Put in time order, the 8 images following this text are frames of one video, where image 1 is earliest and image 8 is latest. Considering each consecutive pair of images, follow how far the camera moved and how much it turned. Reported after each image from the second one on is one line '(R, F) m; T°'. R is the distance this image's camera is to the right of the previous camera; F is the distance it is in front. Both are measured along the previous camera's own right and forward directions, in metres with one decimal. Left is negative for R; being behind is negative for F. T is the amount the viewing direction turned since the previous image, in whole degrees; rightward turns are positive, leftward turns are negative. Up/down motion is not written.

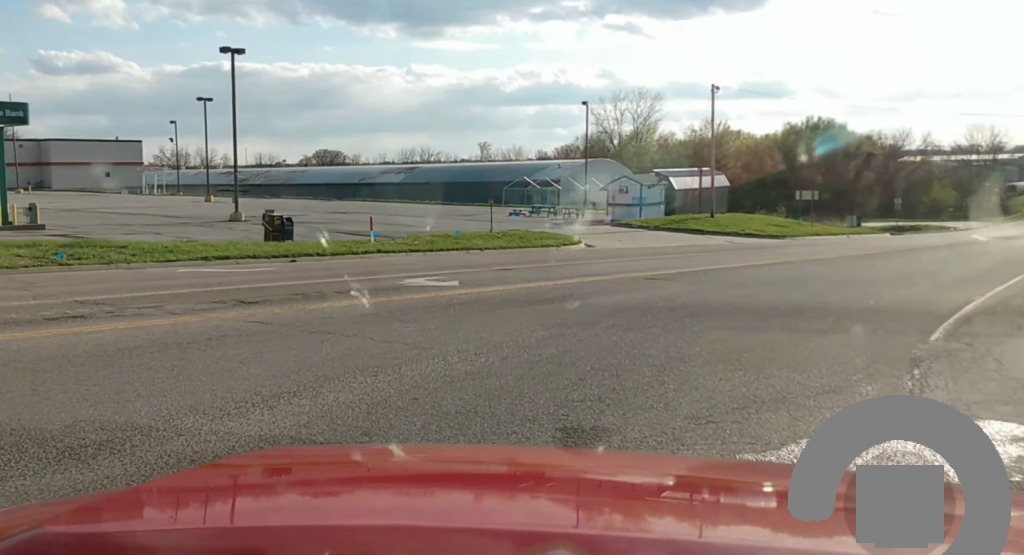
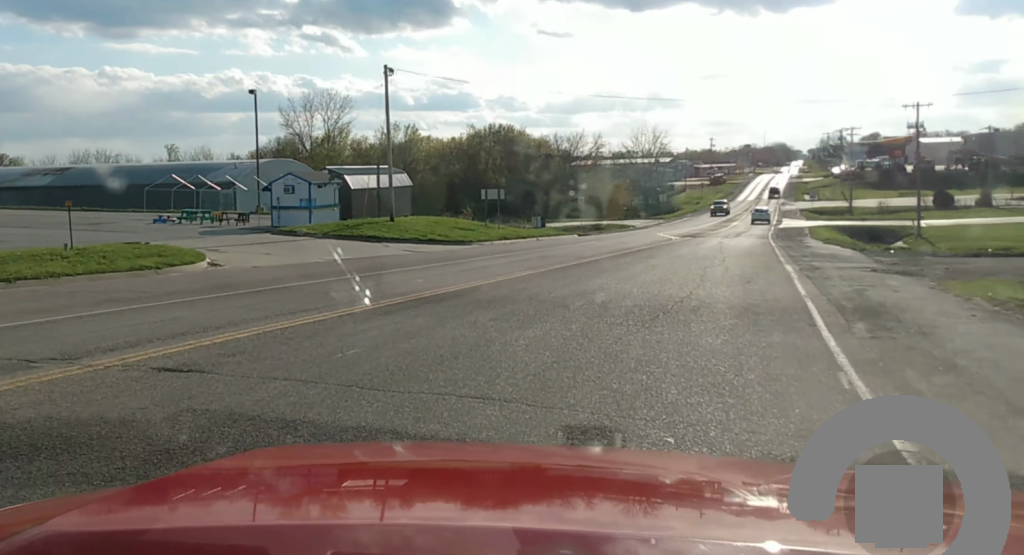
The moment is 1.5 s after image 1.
(+2.2, +13.0) m; +17°
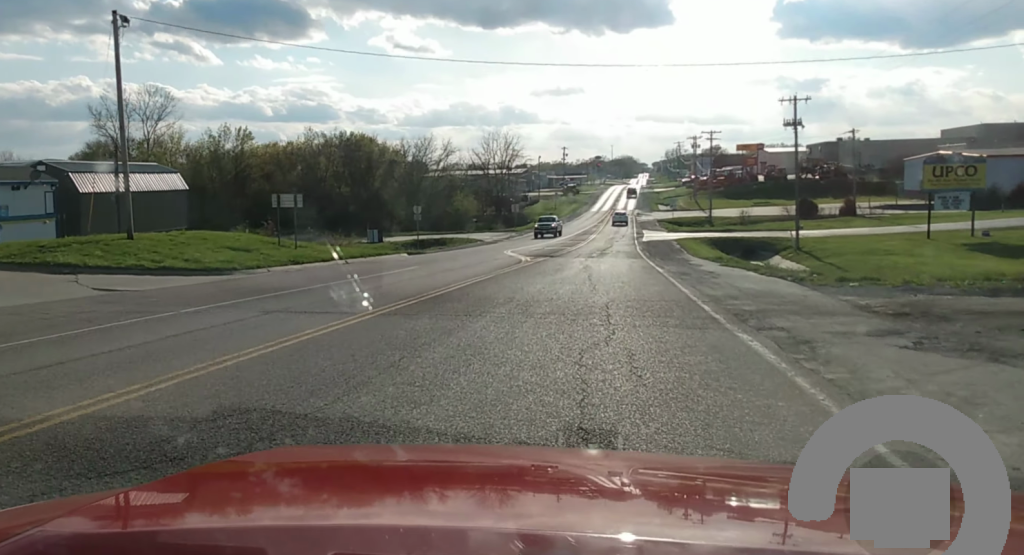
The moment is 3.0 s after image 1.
(+1.2, +15.6) m; +7°
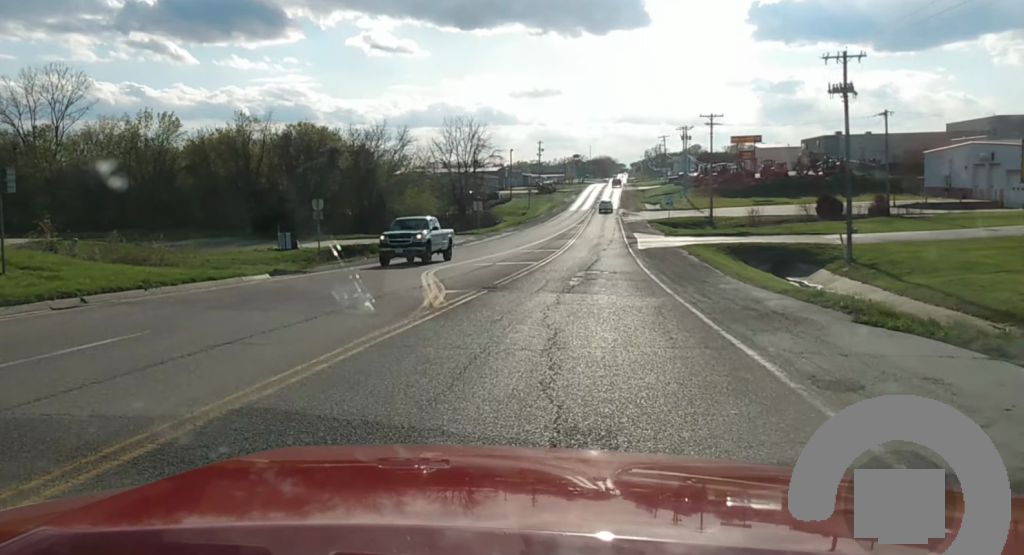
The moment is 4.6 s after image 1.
(+0.5, +19.9) m; +1°
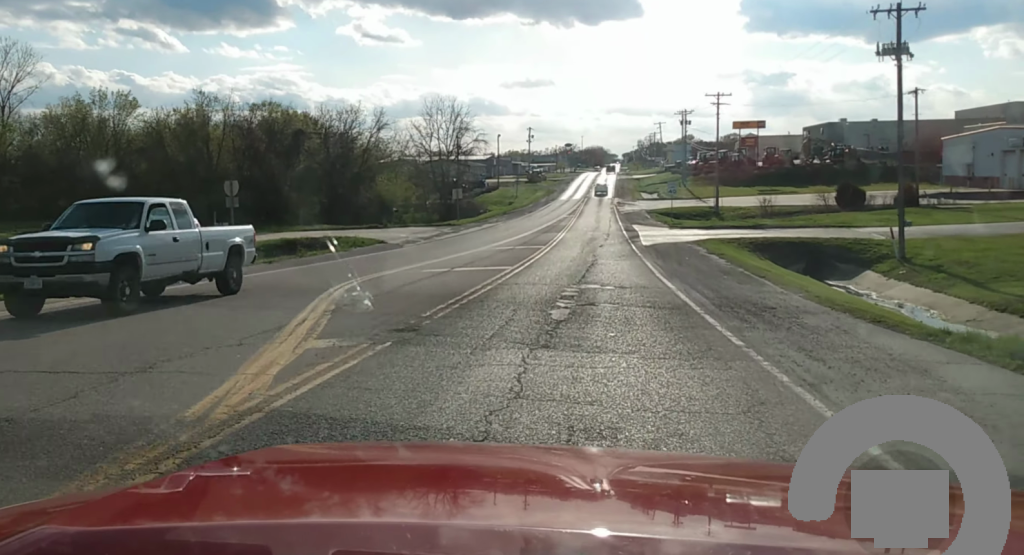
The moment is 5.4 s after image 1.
(0.0, +11.1) m; 0°
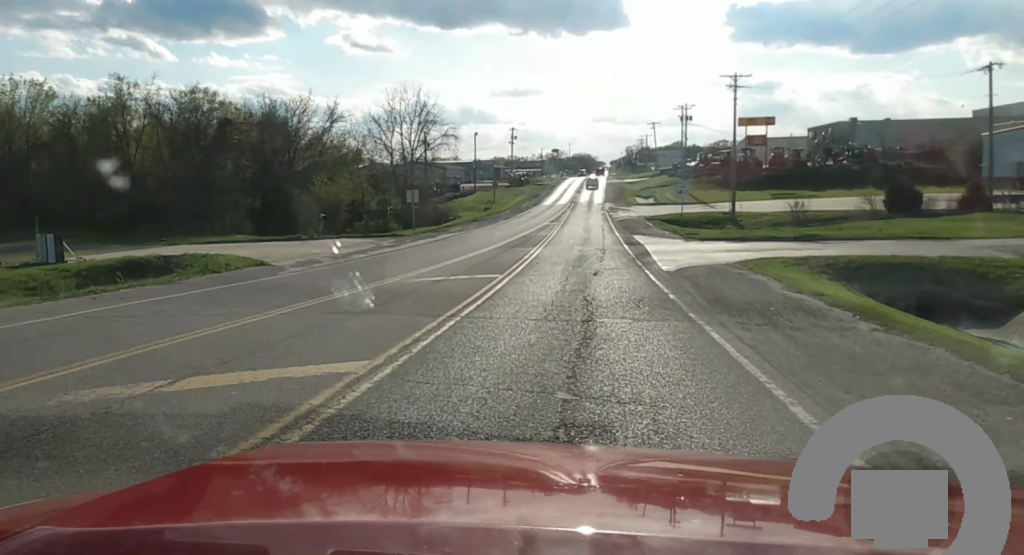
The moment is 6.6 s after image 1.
(0.0, +17.1) m; +2°
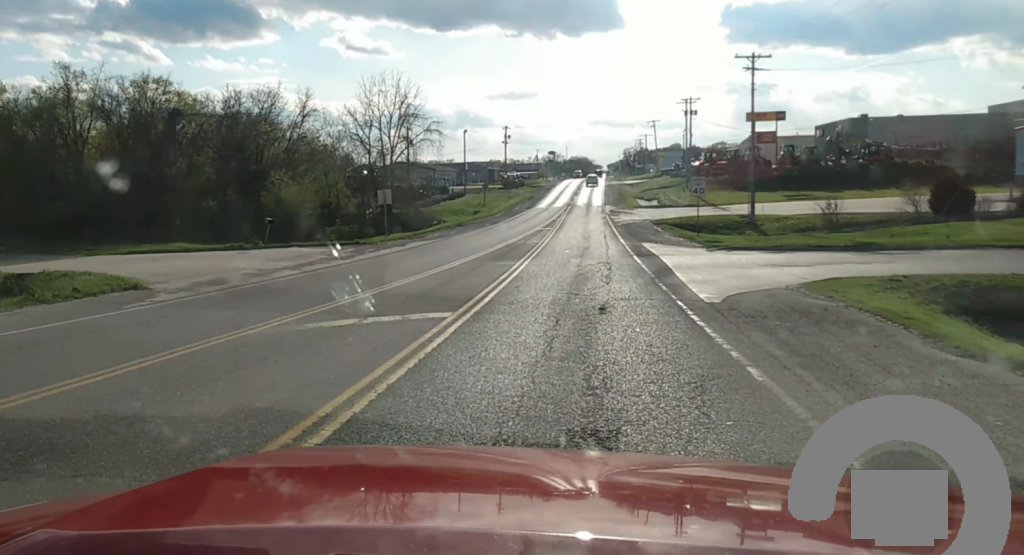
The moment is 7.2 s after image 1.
(+0.2, +9.5) m; +1°
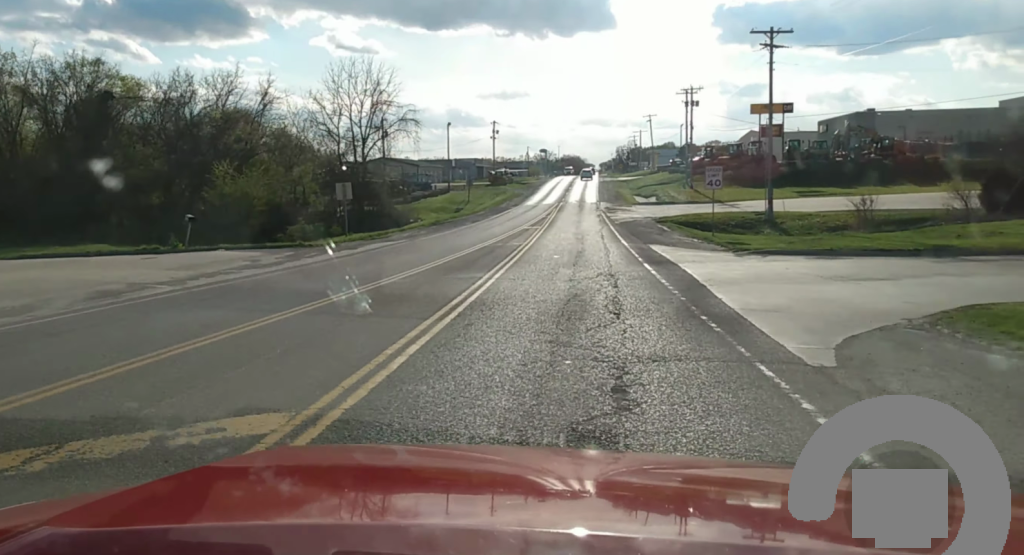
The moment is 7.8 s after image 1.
(+0.1, +8.5) m; 0°
